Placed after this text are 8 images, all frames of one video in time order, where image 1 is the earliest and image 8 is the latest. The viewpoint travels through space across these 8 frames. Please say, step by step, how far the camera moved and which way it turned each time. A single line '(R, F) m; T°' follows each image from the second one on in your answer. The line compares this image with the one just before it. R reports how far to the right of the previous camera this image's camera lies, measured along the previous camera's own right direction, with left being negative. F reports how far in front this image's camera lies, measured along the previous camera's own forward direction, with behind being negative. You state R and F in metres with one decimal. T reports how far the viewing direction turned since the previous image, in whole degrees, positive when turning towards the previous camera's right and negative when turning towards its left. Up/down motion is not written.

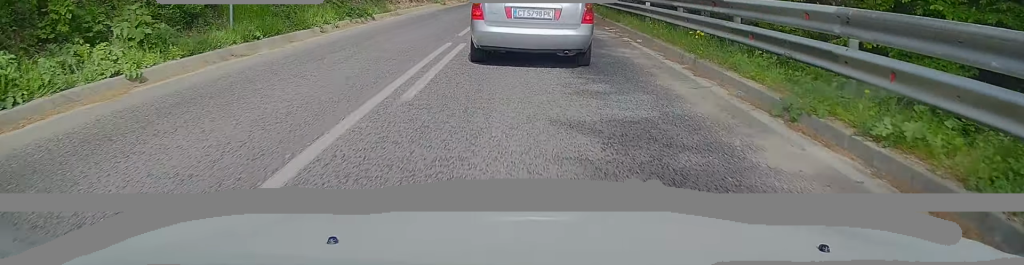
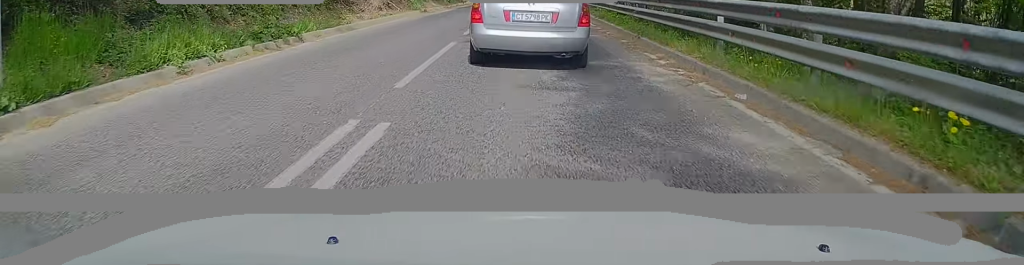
(0.0, +6.8) m; 0°
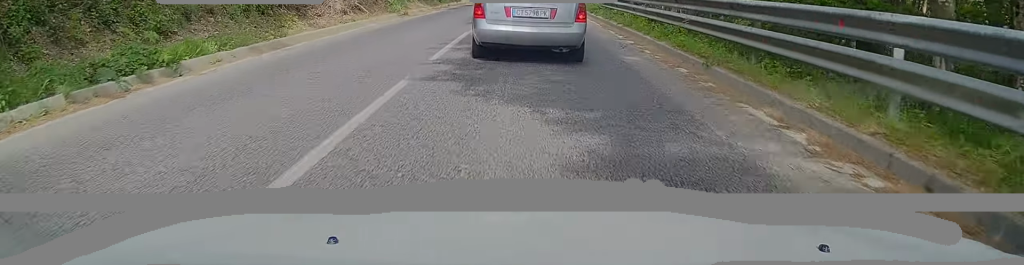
(-0.2, +5.5) m; 0°
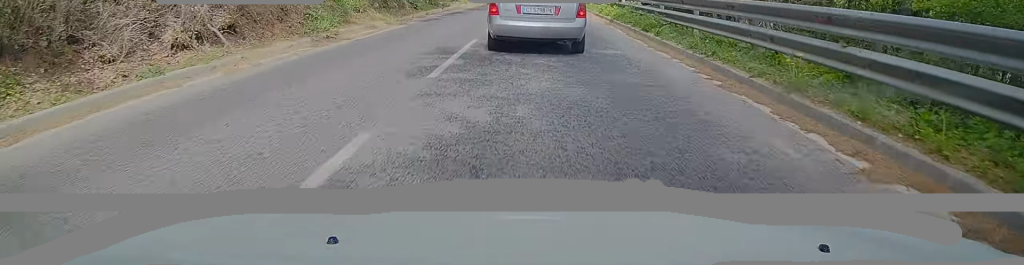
(+0.4, +10.8) m; 0°
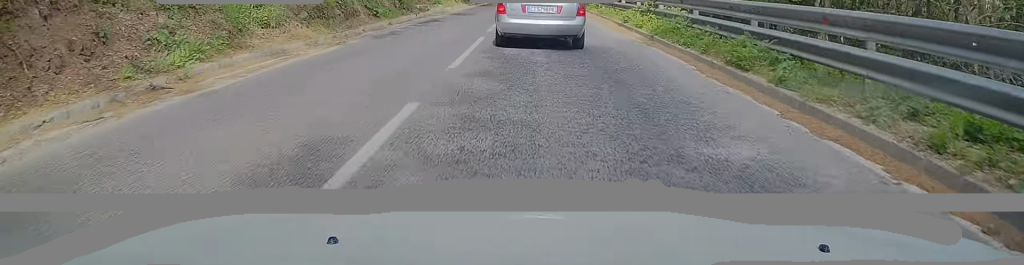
(-0.3, +7.5) m; 0°
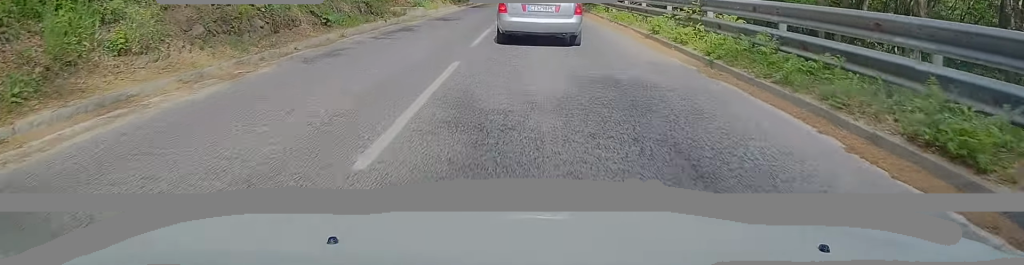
(0.0, +5.1) m; 0°
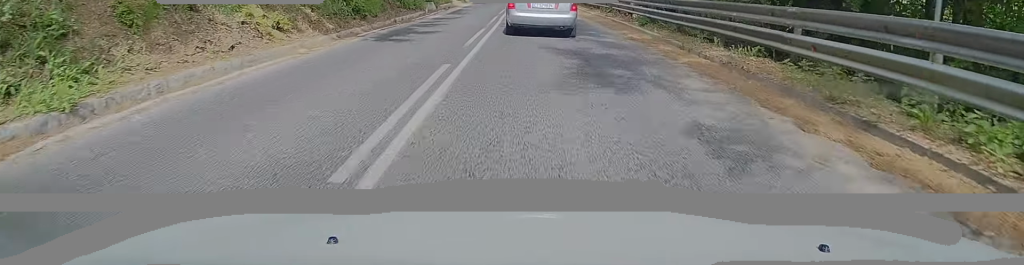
(-0.4, +26.3) m; -1°
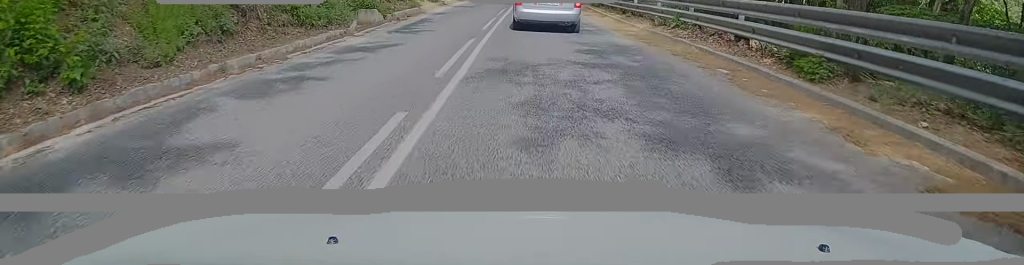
(+0.4, +12.7) m; +1°
